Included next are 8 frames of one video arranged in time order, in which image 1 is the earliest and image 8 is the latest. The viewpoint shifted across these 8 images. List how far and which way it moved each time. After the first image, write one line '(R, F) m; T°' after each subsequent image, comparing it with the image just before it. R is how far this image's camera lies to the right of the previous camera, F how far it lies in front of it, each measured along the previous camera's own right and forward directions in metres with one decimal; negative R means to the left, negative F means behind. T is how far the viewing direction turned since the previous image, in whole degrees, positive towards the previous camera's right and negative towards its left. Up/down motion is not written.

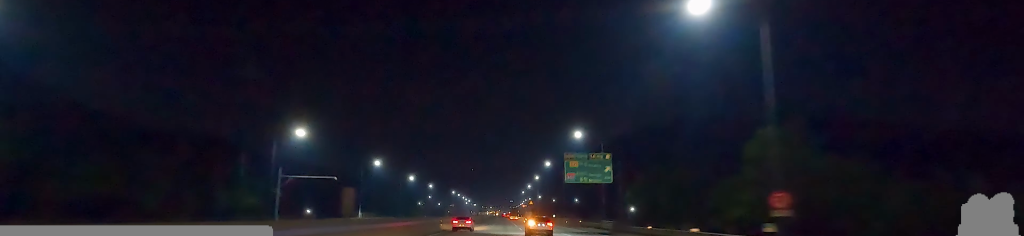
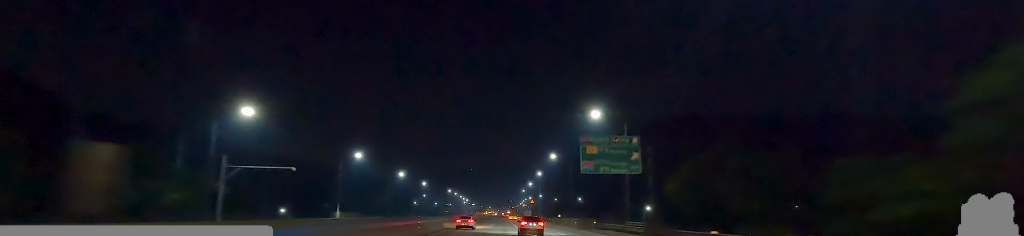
(+0.2, +14.1) m; 0°
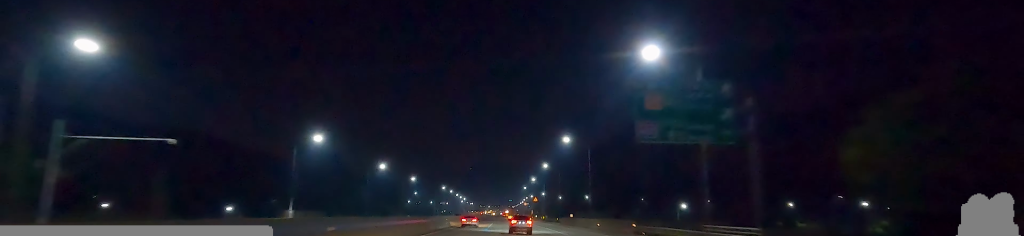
(+0.1, +21.6) m; 0°
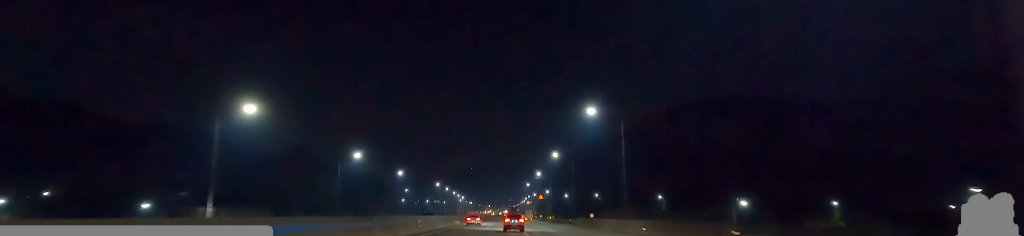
(-0.2, +21.6) m; 0°
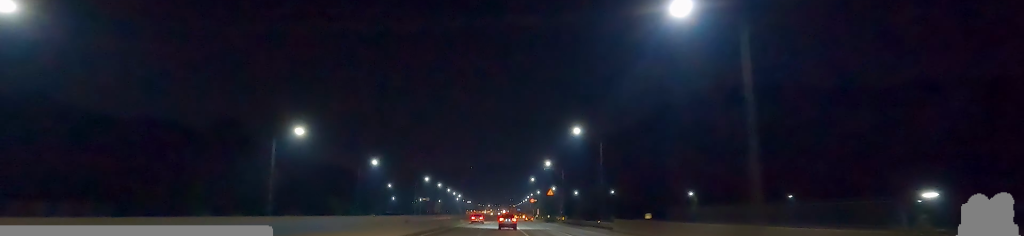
(-0.1, +28.9) m; +1°
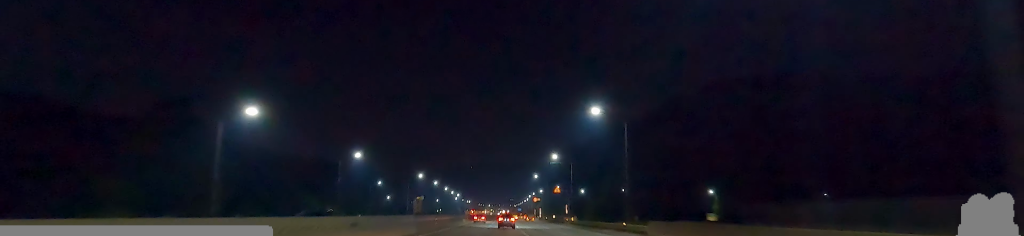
(0.0, +13.8) m; +1°
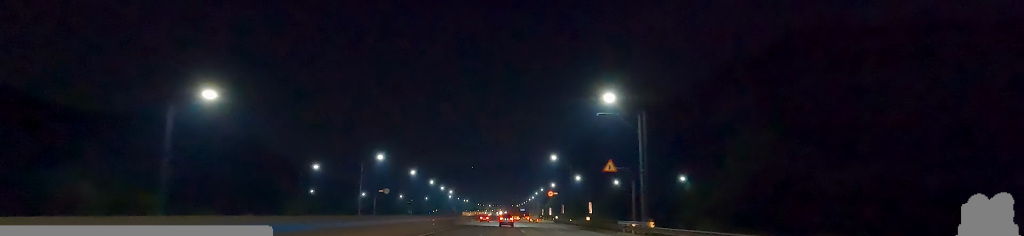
(-0.6, +51.2) m; -1°
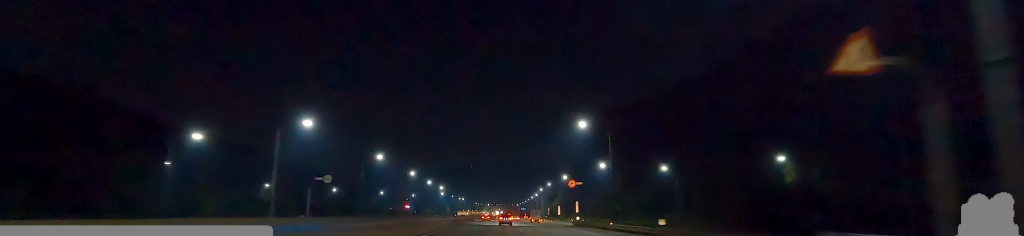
(+0.6, +37.6) m; 0°
